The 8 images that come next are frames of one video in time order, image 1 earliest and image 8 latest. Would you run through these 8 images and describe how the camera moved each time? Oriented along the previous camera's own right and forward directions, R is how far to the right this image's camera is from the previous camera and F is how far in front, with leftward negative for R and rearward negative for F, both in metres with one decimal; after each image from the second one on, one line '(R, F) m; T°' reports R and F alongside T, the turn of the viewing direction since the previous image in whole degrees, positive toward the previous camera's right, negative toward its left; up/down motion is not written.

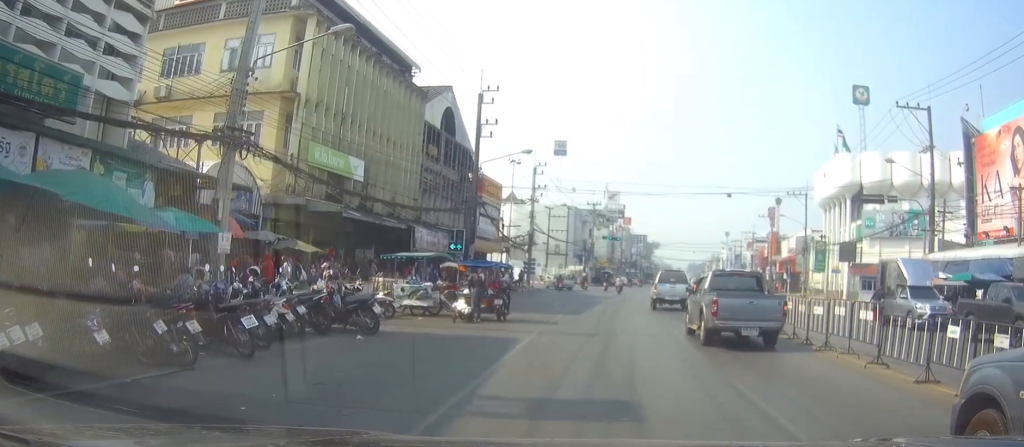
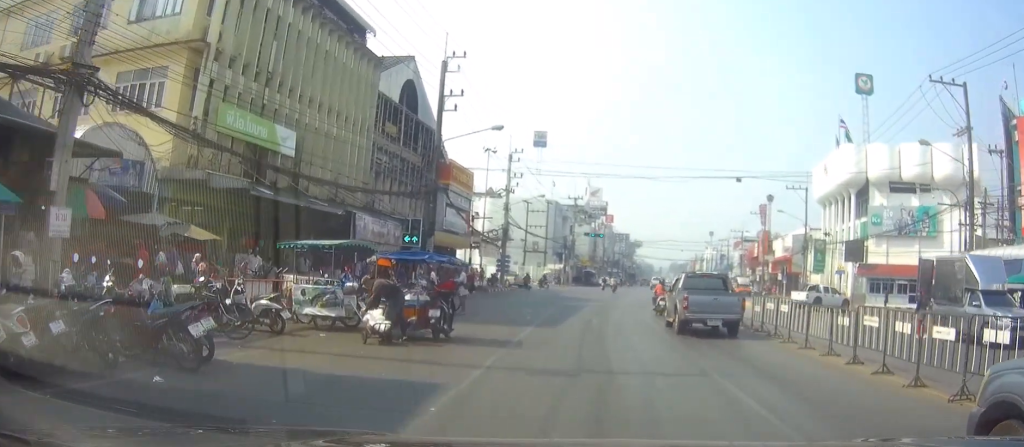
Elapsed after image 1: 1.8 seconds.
(-0.2, +6.4) m; +2°
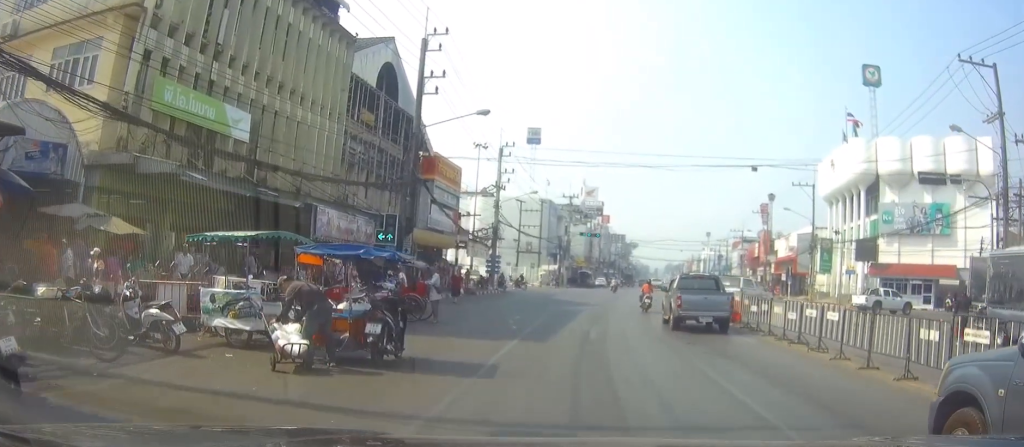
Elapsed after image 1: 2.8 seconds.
(+0.2, +3.9) m; +1°
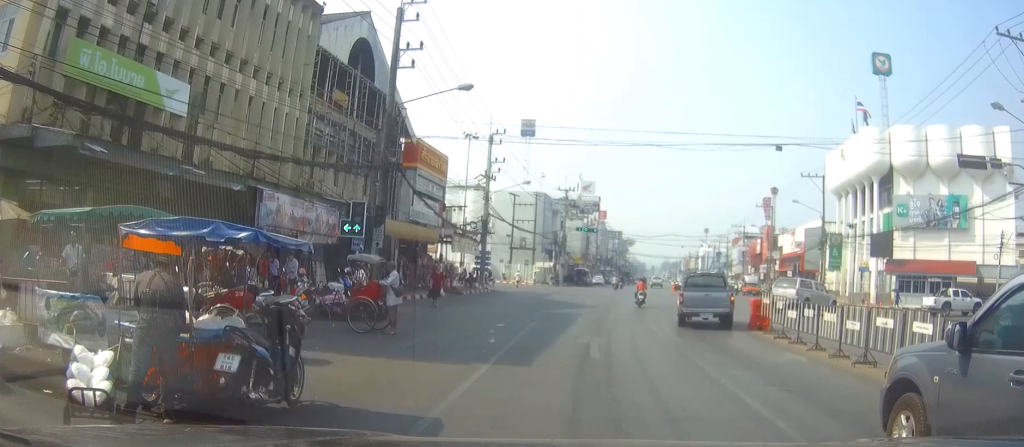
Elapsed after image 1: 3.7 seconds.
(-0.1, +4.2) m; -1°
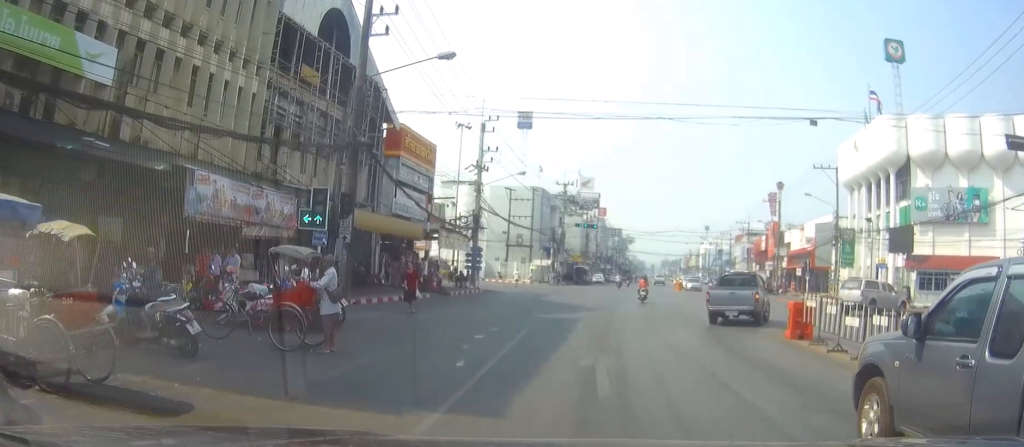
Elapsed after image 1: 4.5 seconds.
(0.0, +4.1) m; 0°
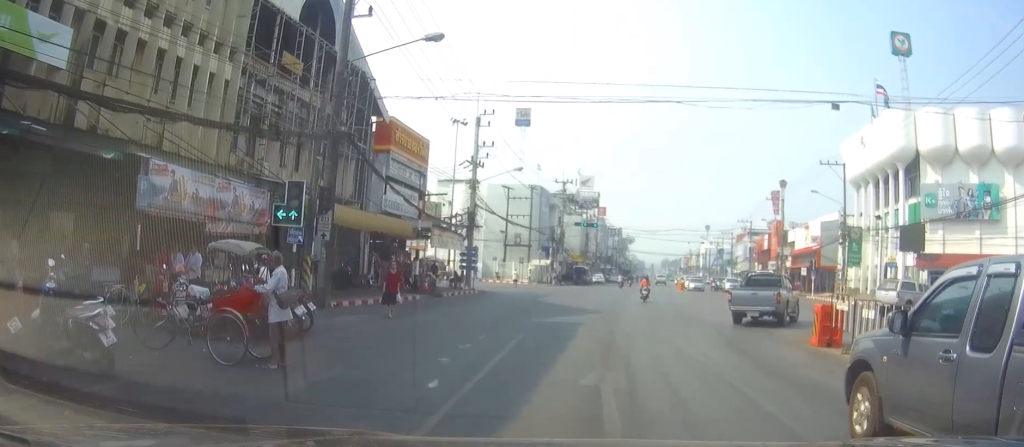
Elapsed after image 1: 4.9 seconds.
(0.0, +2.1) m; 0°
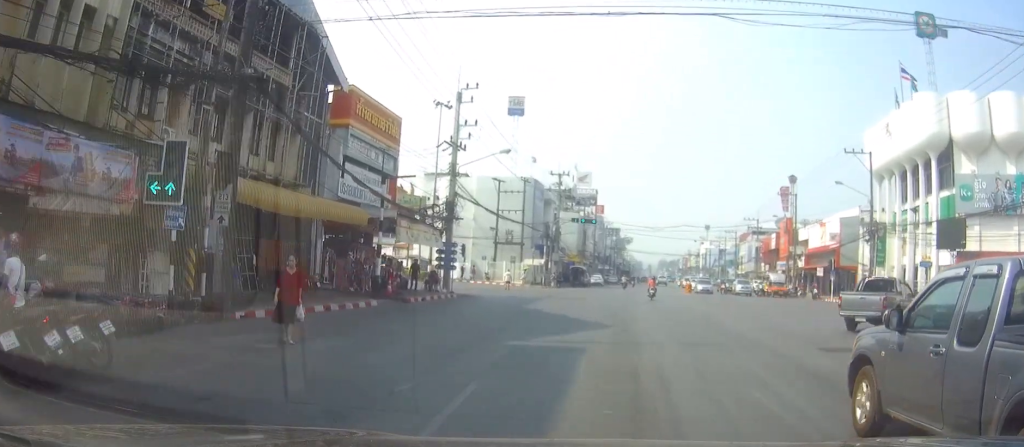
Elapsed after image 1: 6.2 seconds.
(0.0, +6.8) m; -1°
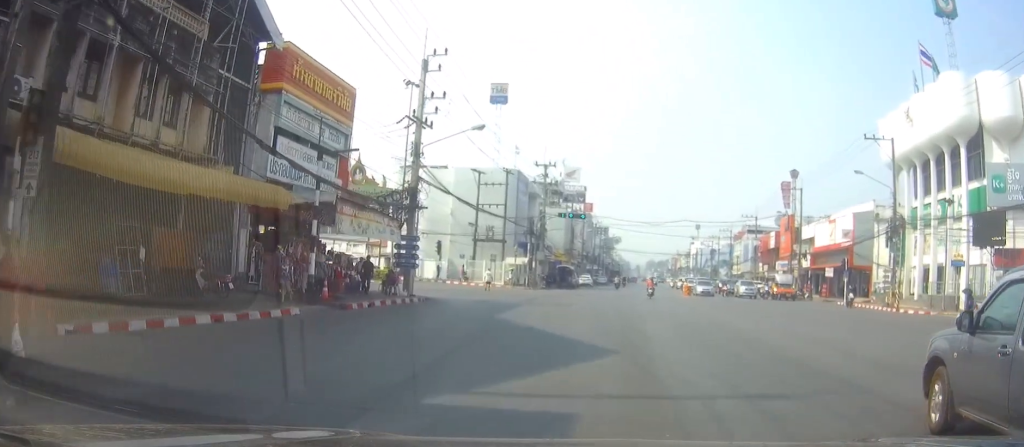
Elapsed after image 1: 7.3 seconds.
(-0.1, +6.6) m; -1°
